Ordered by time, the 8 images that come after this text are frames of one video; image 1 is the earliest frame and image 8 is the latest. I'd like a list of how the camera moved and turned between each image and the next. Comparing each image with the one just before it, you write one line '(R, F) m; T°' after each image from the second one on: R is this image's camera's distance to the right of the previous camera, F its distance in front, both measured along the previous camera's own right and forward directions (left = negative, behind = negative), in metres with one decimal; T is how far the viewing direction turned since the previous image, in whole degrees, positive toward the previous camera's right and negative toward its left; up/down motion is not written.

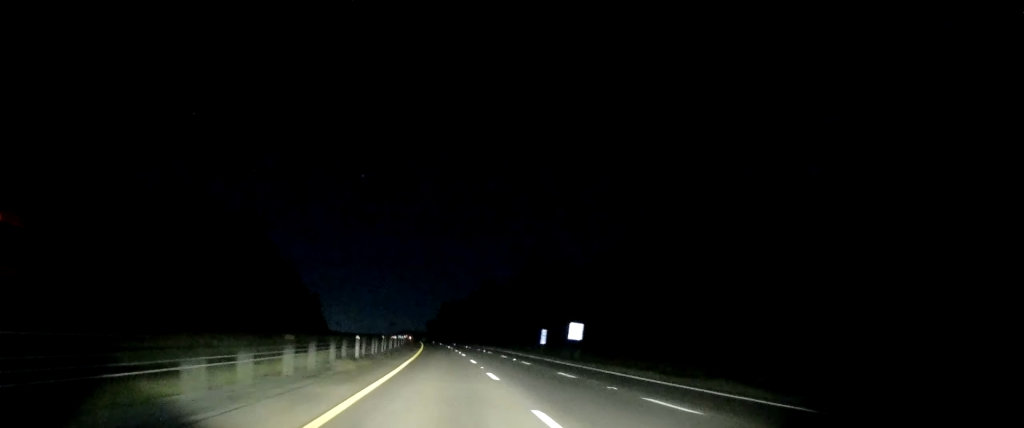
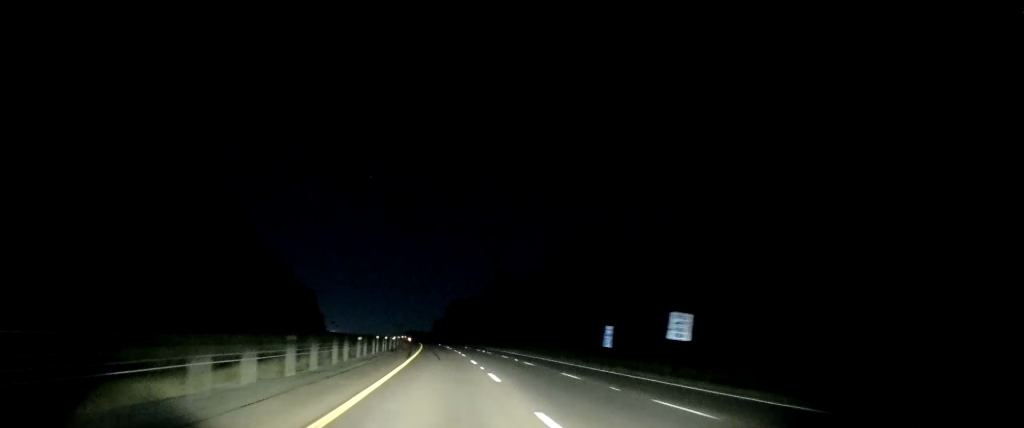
(-0.4, +25.1) m; -1°
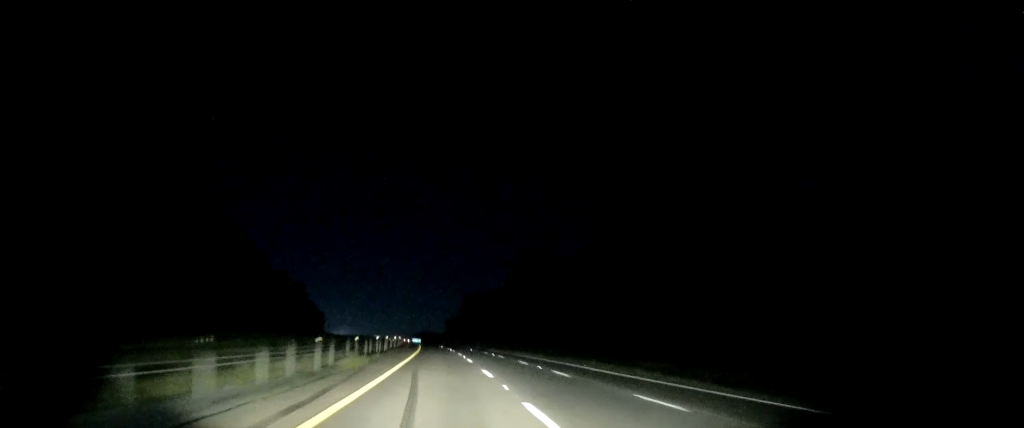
(-0.5, +34.5) m; -2°
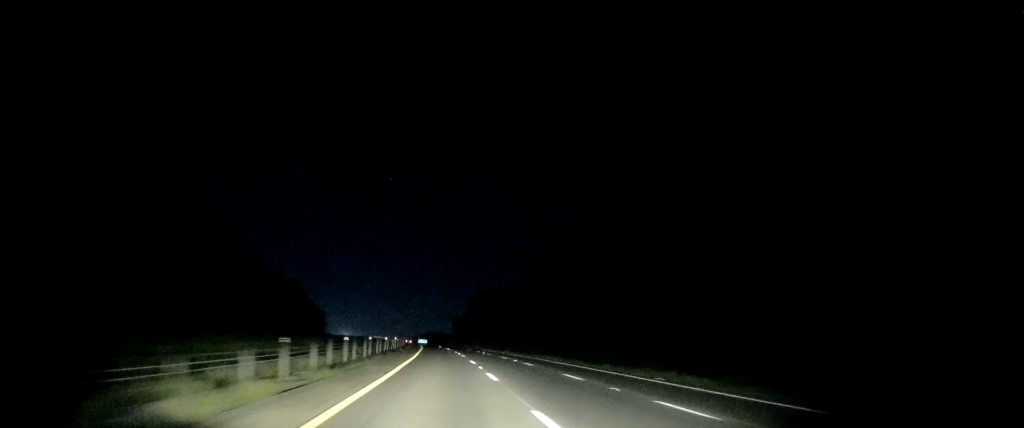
(-0.2, +13.5) m; -1°
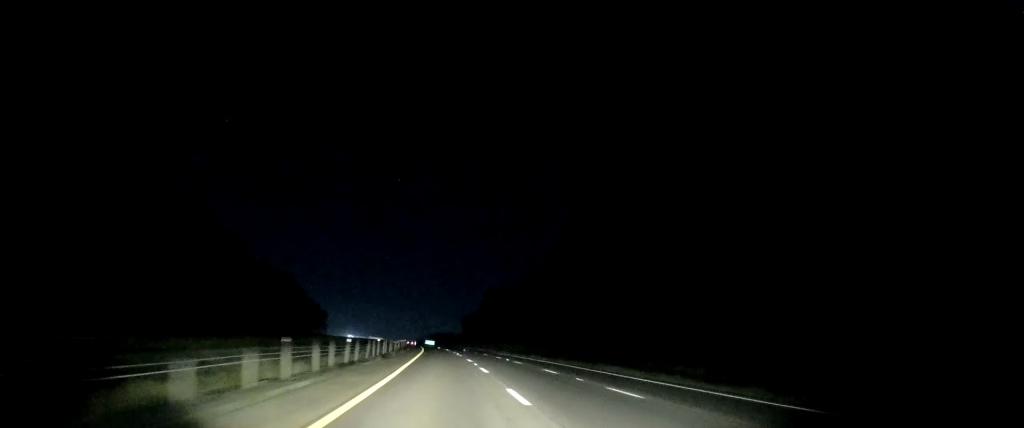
(-0.1, +18.8) m; -1°
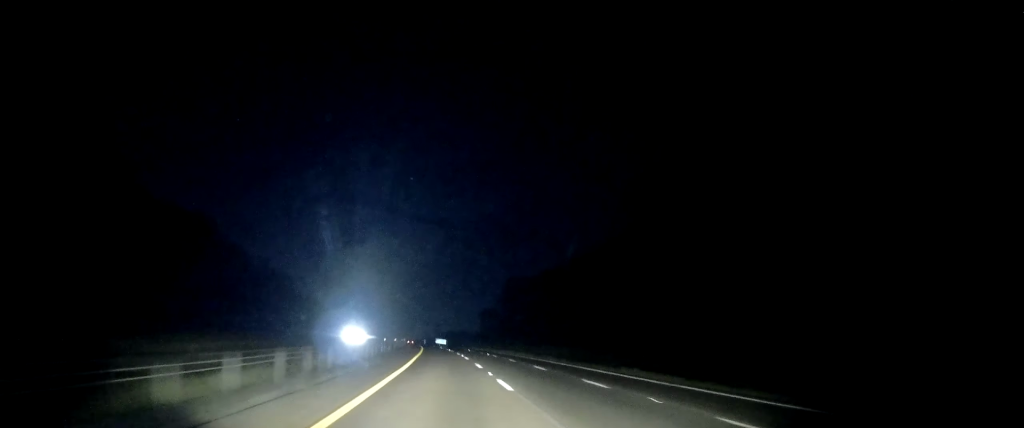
(-0.2, +32.6) m; -1°
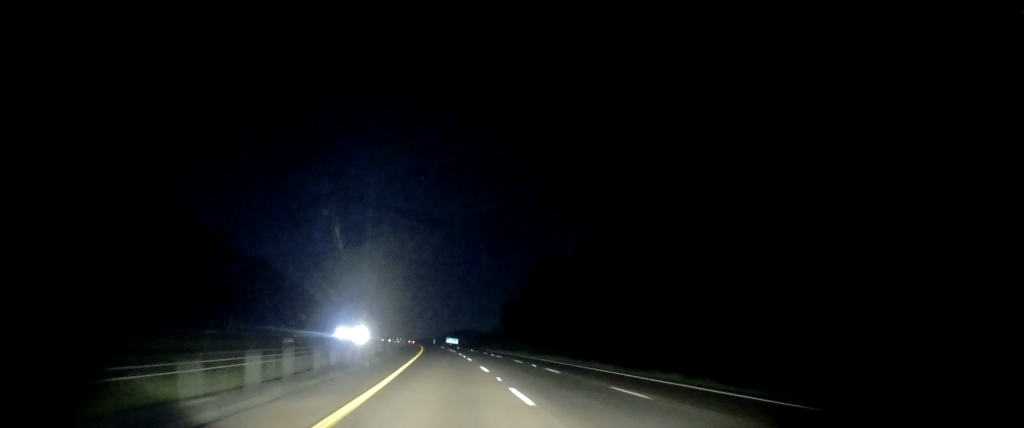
(-0.3, +27.3) m; -1°
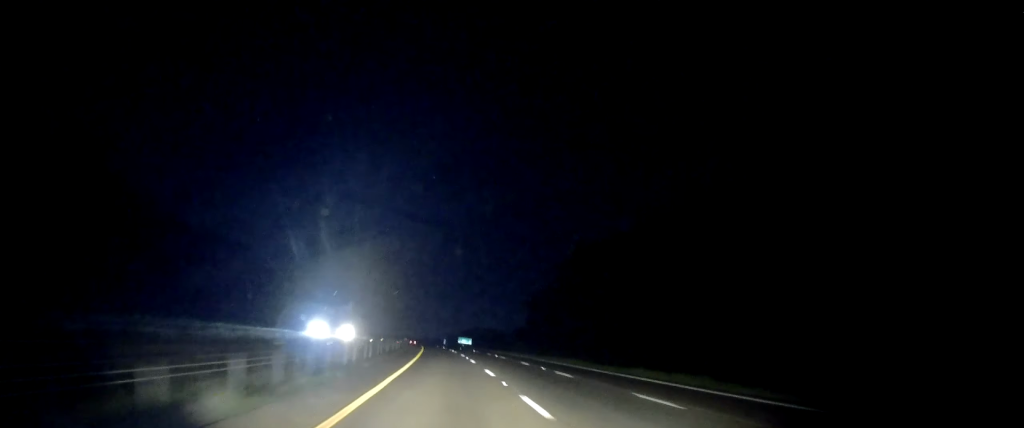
(-0.3, +26.3) m; 0°
